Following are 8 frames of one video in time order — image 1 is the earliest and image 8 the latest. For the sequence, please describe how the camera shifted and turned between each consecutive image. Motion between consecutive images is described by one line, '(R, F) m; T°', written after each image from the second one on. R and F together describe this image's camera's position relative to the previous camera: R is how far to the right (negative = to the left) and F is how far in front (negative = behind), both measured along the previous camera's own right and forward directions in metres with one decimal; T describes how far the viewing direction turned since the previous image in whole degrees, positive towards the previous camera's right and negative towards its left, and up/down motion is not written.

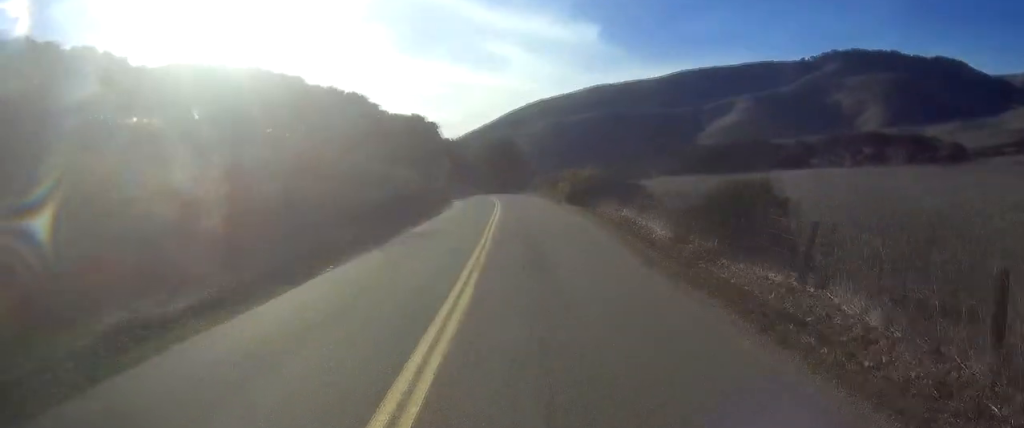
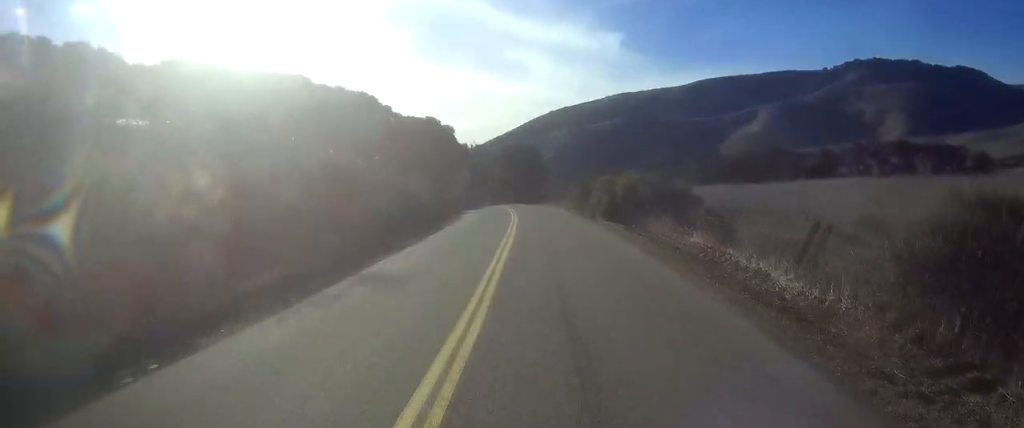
(-0.2, +9.1) m; -2°
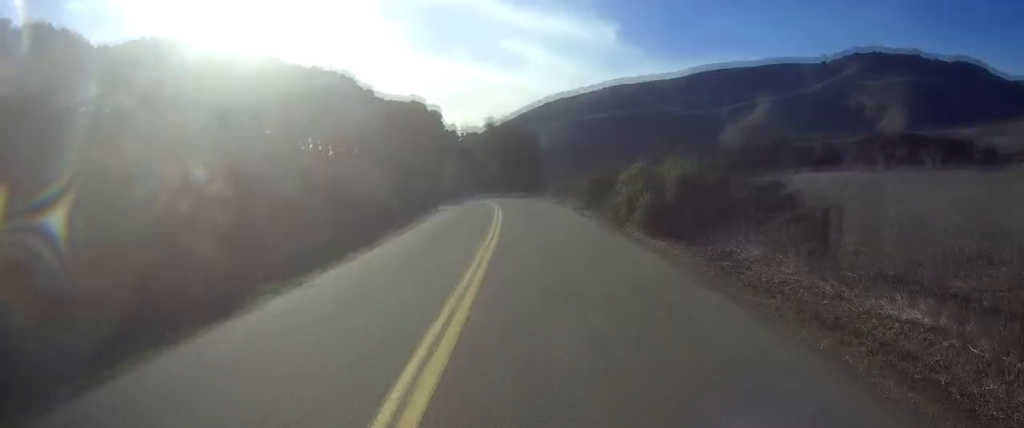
(-0.3, +11.8) m; -2°
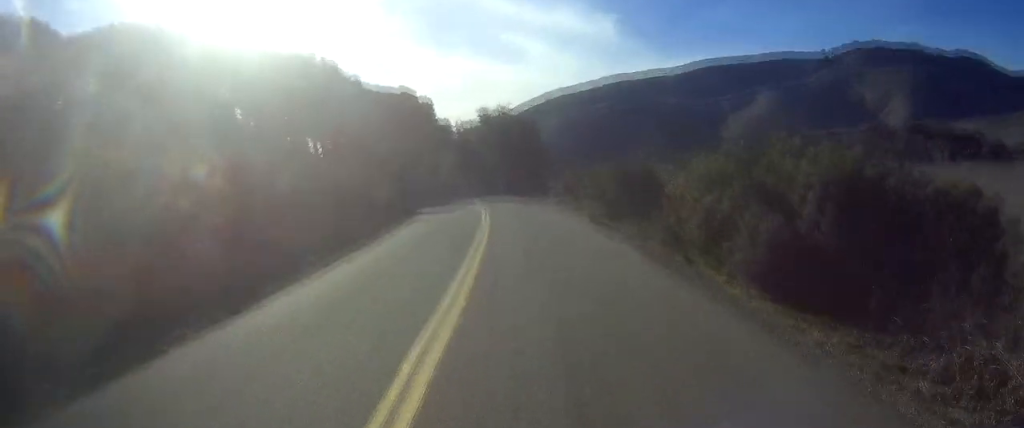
(-0.1, +9.0) m; -2°
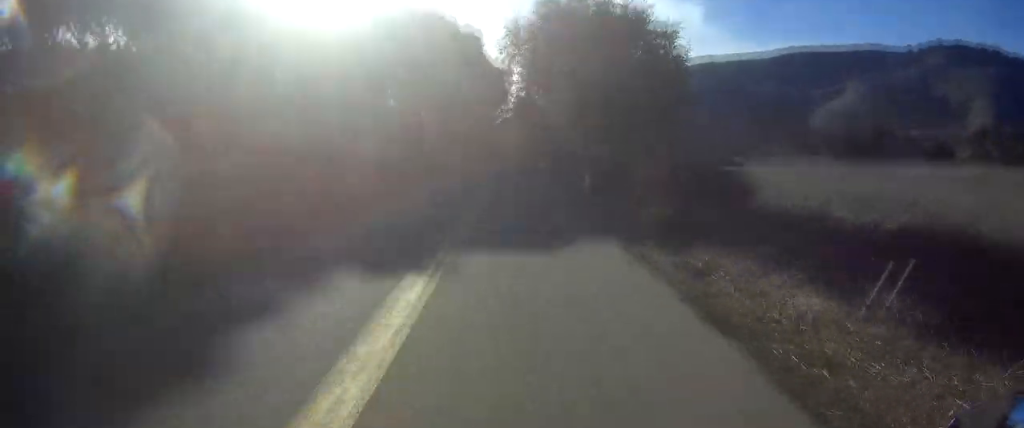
(-5.0, +39.0) m; -12°
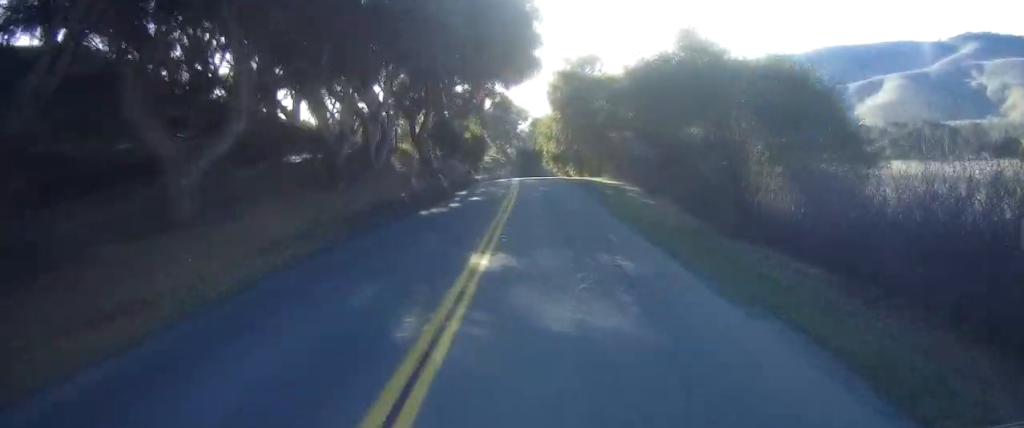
(+0.7, +36.7) m; +4°
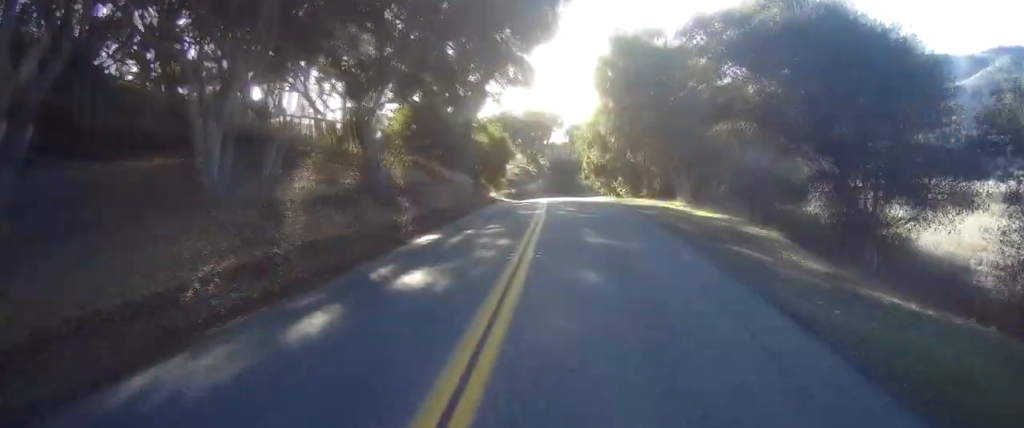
(+0.2, +18.3) m; +2°
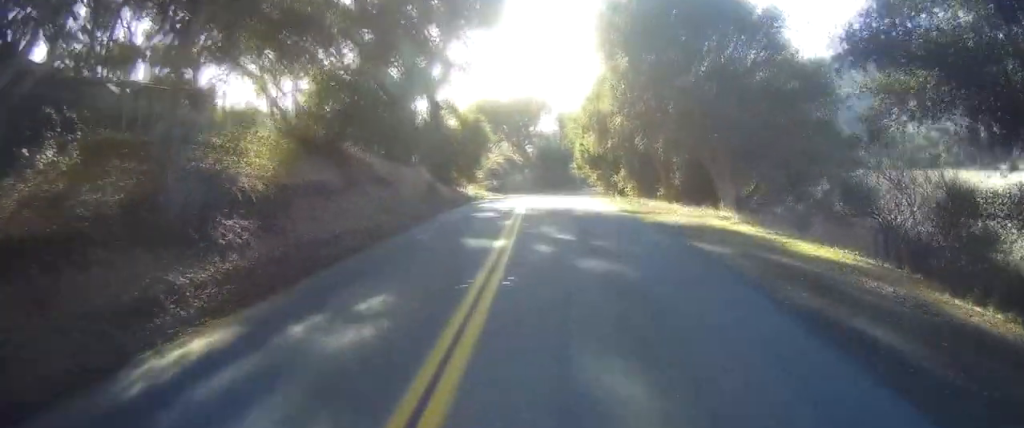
(0.0, +11.2) m; +1°
